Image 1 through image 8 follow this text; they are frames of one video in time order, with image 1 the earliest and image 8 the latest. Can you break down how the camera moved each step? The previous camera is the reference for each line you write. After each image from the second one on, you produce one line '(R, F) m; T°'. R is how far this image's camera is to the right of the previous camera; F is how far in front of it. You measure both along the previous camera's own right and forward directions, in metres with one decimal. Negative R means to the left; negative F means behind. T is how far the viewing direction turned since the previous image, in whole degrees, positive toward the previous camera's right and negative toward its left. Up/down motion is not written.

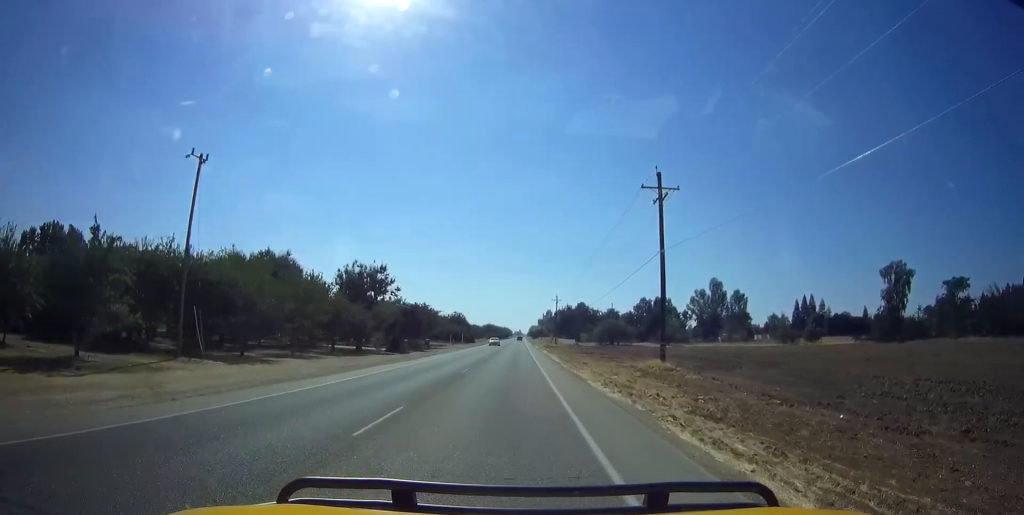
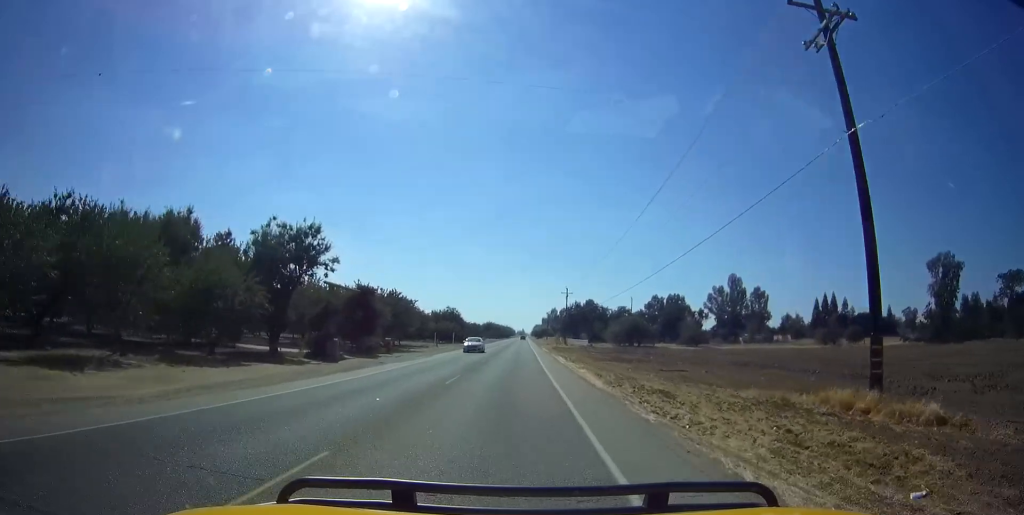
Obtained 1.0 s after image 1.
(0.0, +19.9) m; -1°
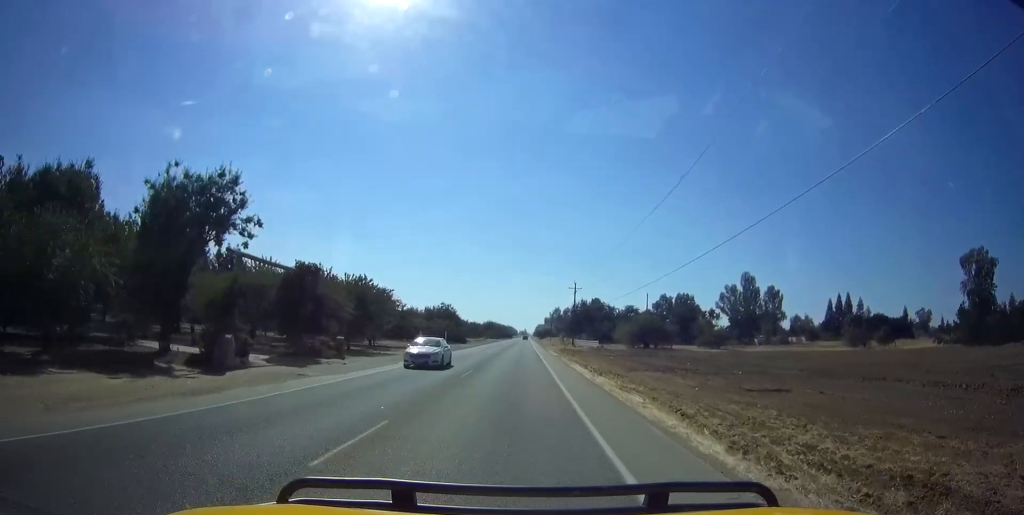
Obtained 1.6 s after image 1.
(-0.1, +12.1) m; 0°
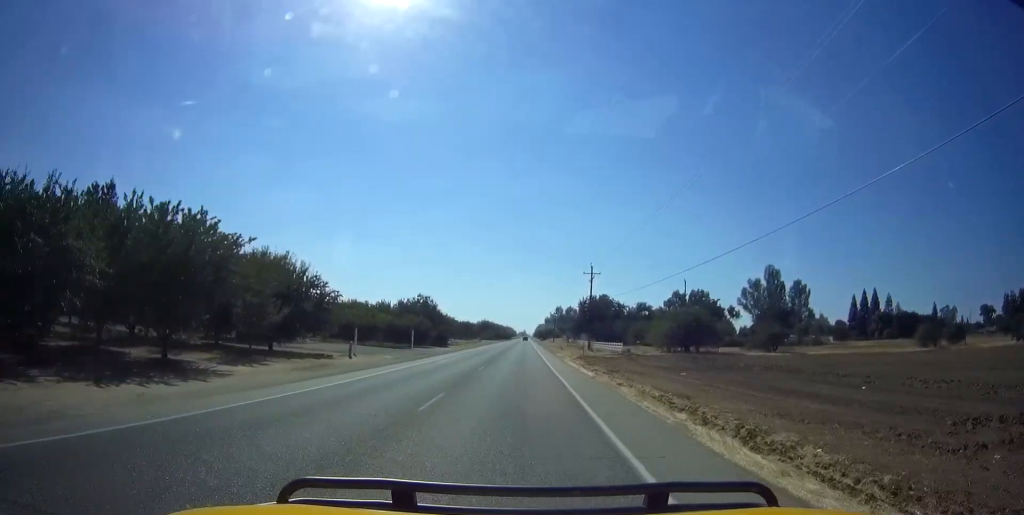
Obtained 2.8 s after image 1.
(+0.1, +24.2) m; +2°
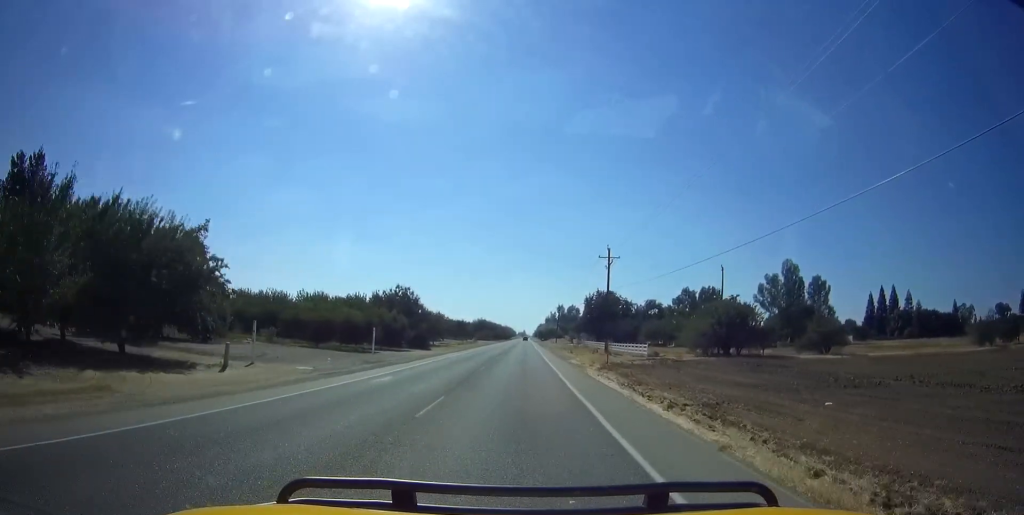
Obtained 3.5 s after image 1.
(+0.2, +14.6) m; 0°
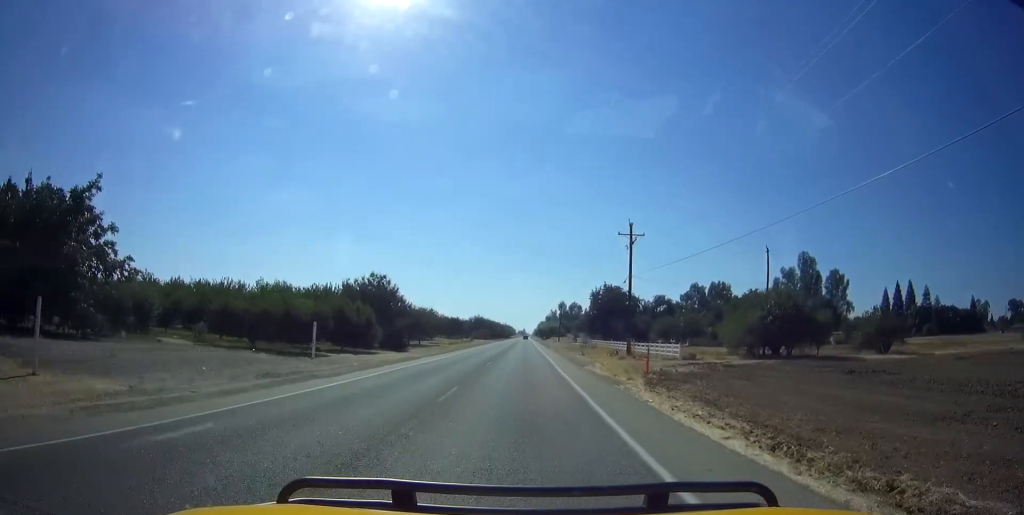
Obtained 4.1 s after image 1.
(+0.1, +11.9) m; 0°
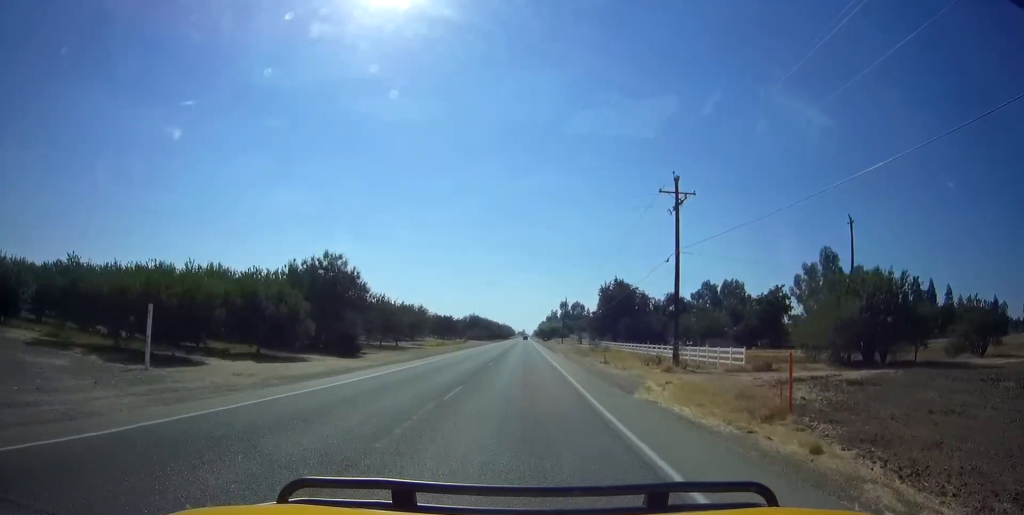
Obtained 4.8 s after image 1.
(-0.3, +14.1) m; -1°
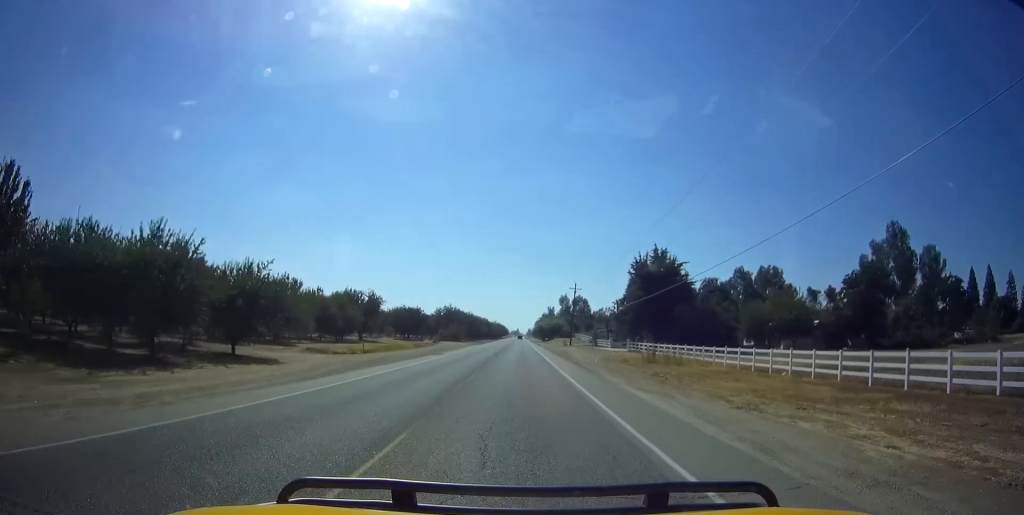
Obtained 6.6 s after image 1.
(-0.7, +37.8) m; -2°
